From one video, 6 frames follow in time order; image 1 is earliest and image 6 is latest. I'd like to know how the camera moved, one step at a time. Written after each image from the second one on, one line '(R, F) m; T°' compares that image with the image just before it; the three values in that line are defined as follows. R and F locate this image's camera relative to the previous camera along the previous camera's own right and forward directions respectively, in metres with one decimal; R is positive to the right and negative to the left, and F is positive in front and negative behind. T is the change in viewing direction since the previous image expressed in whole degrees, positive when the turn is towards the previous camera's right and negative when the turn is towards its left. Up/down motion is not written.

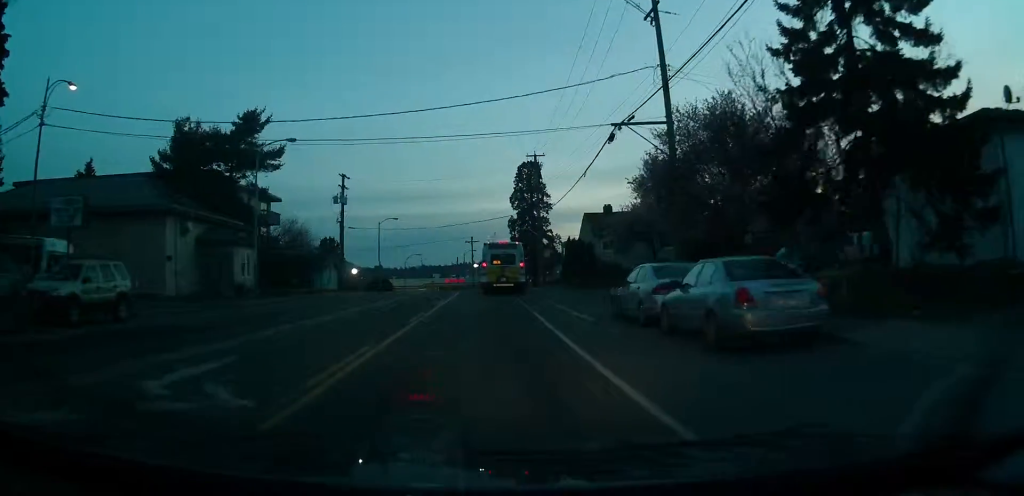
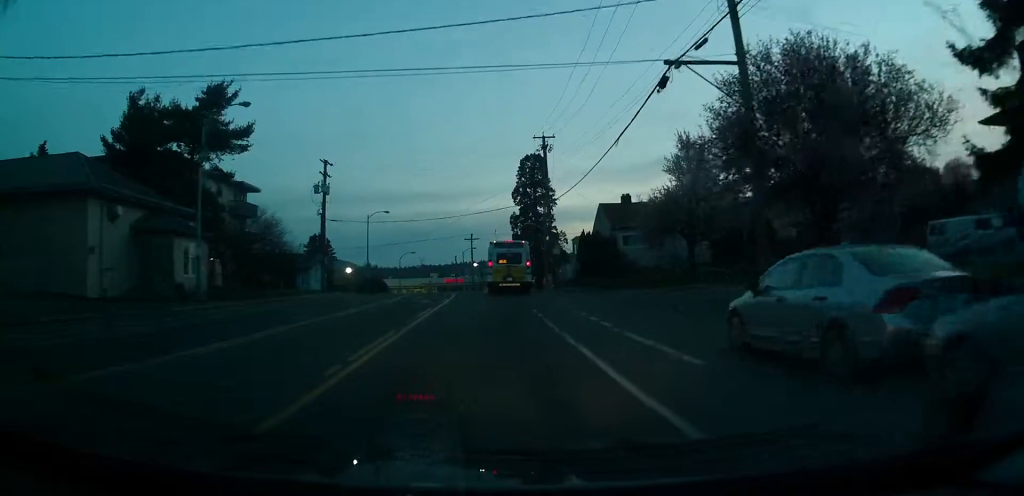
(0.0, +7.8) m; -1°
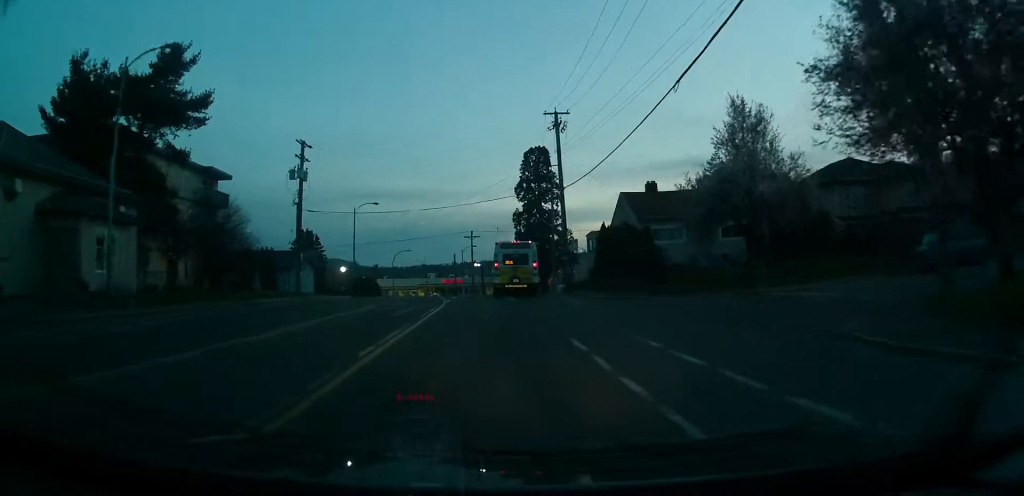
(-0.2, +8.0) m; -1°
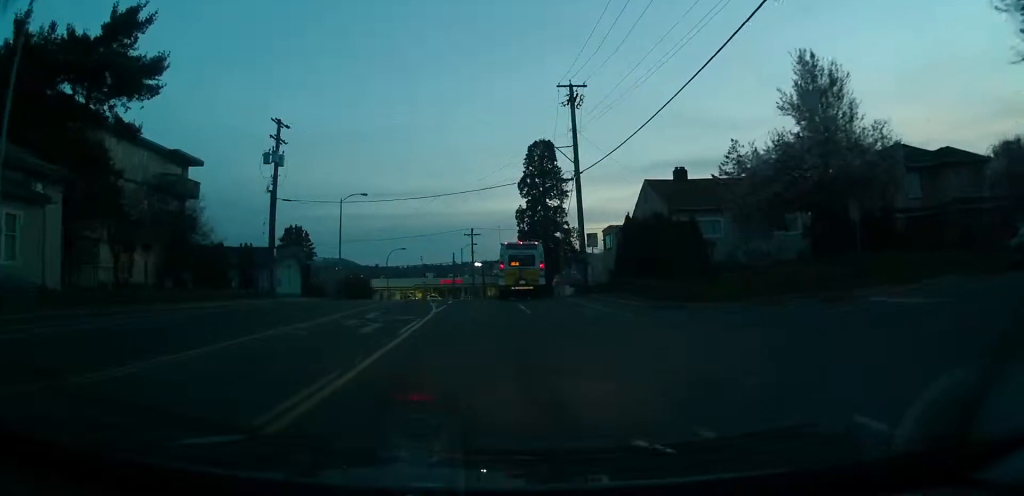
(-0.1, +6.7) m; 0°
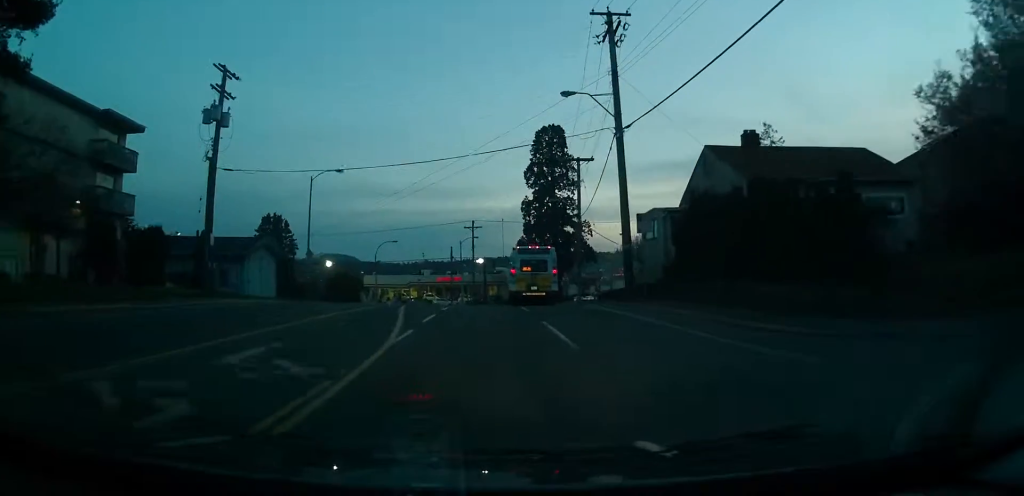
(-0.1, +10.9) m; +3°
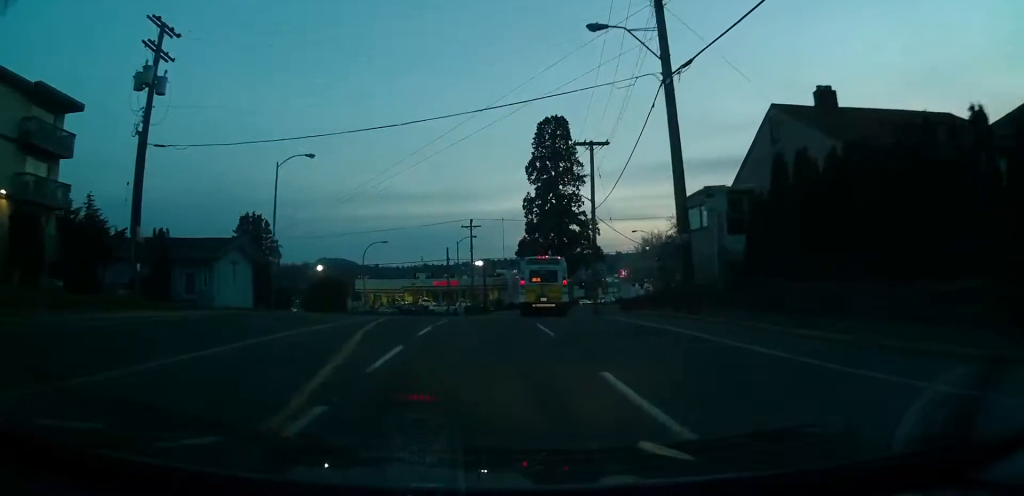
(+0.4, +7.6) m; 0°
